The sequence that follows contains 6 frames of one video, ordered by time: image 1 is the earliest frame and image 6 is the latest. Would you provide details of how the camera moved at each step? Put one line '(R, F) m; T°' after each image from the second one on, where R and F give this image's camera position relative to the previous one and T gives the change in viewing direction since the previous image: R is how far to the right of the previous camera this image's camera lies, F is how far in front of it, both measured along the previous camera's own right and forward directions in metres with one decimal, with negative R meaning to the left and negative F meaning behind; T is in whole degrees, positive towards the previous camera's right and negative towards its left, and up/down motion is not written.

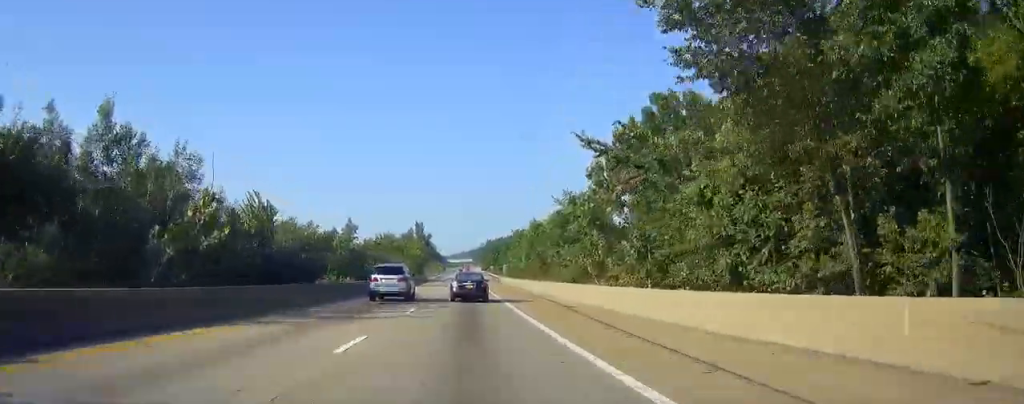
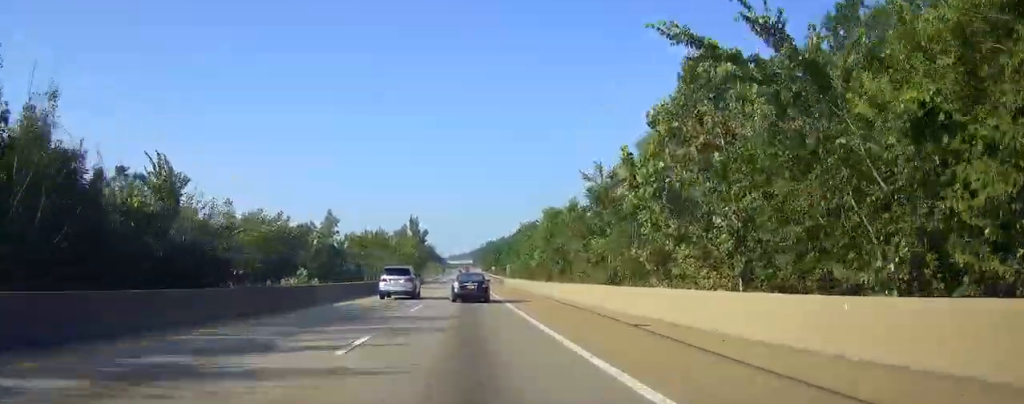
(-0.1, +11.8) m; 0°
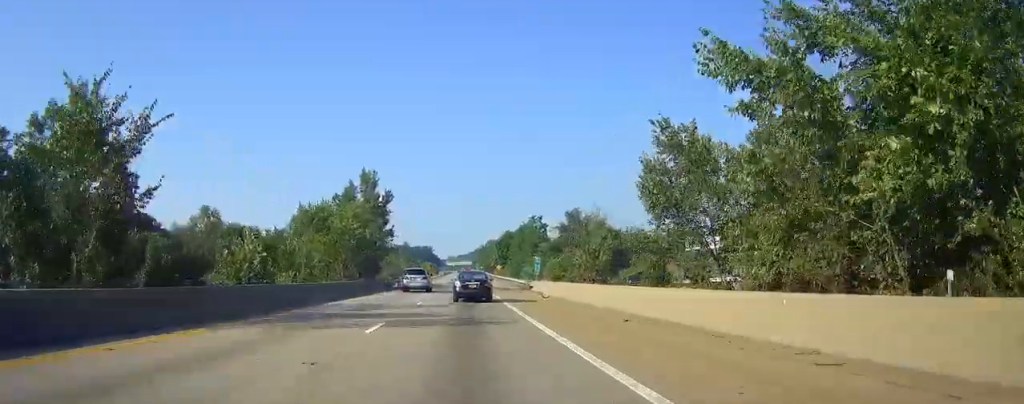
(0.0, +47.0) m; 0°
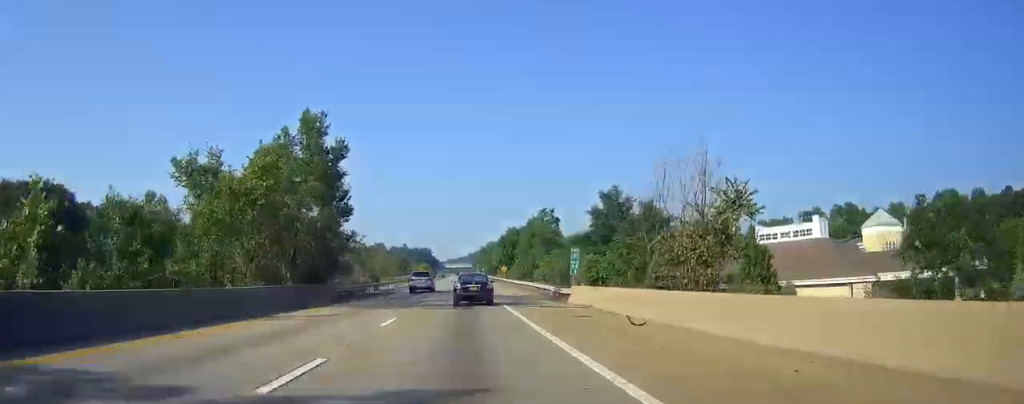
(0.0, +21.5) m; 0°
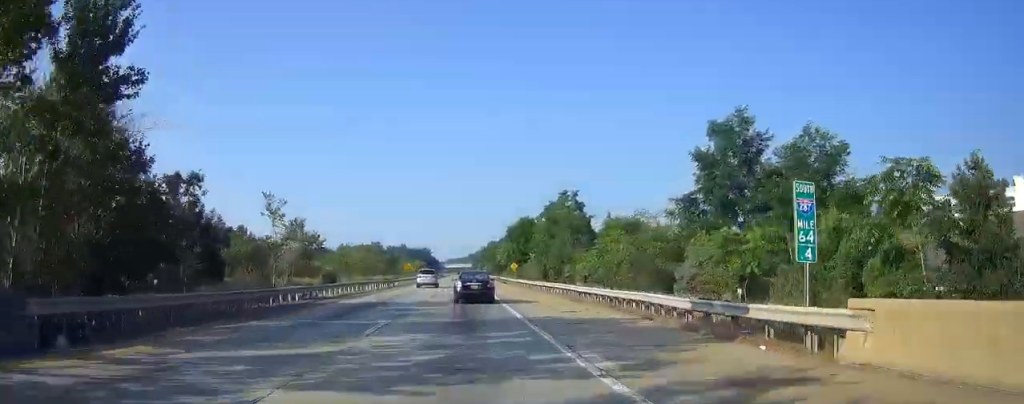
(-0.2, +28.2) m; -1°
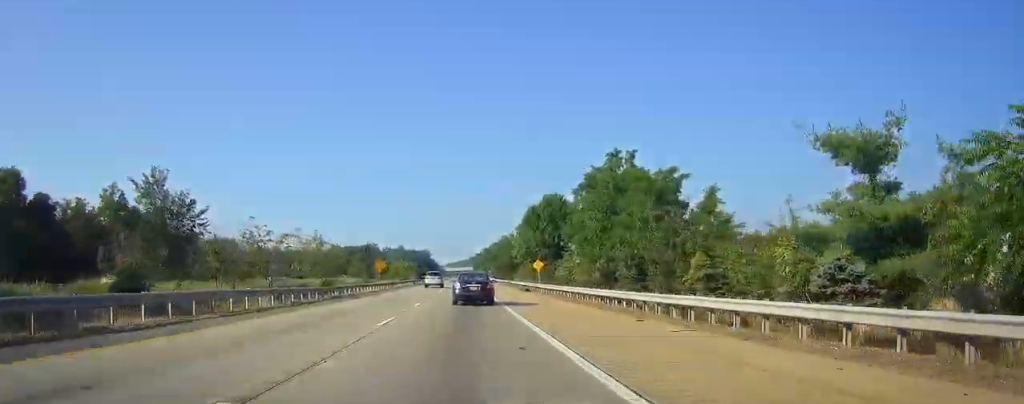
(-0.3, +35.9) m; 0°
